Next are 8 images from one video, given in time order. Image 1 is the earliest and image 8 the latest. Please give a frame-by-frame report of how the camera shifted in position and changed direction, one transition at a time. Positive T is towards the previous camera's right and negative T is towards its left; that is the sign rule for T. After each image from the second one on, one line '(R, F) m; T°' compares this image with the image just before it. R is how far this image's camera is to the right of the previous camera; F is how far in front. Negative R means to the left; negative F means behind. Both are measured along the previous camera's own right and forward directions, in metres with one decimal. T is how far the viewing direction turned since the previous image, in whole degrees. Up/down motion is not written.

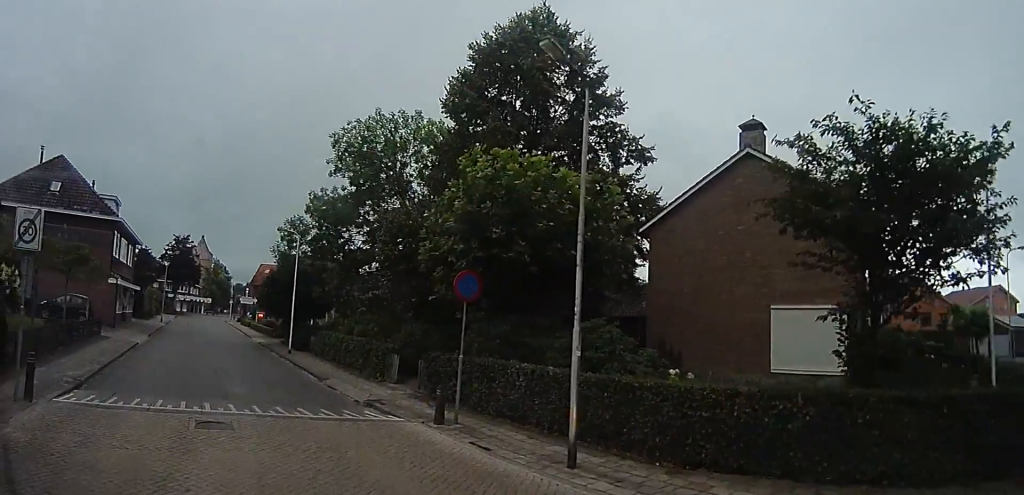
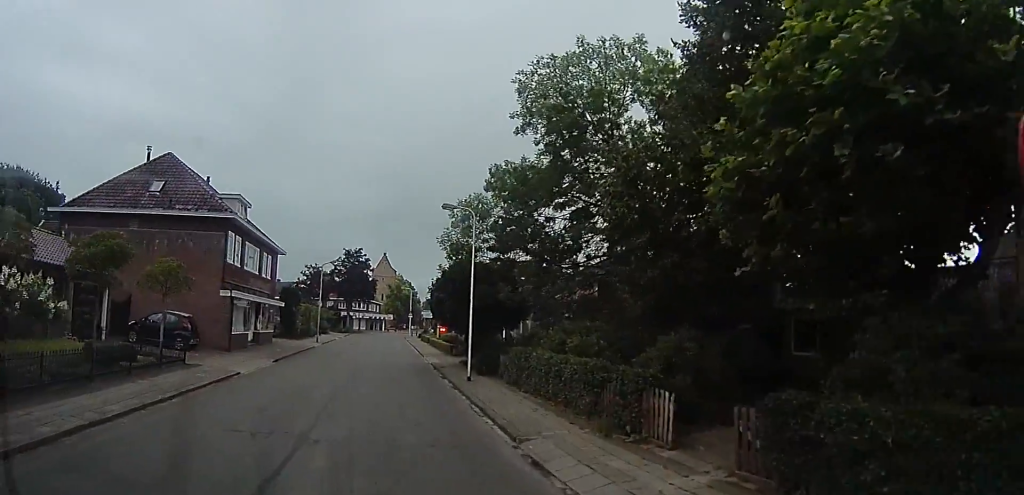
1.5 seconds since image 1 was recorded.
(-1.0, +7.6) m; -19°
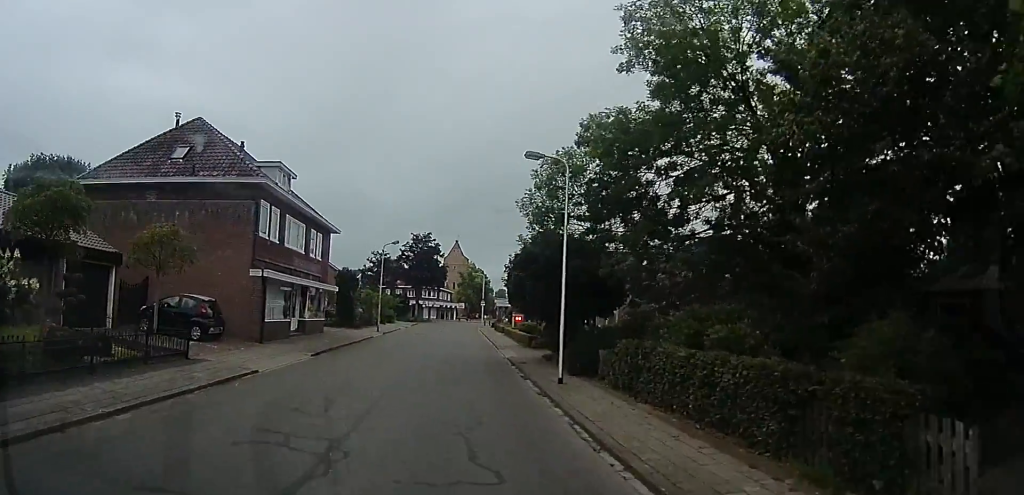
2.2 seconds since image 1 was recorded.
(-0.6, +4.0) m; -9°
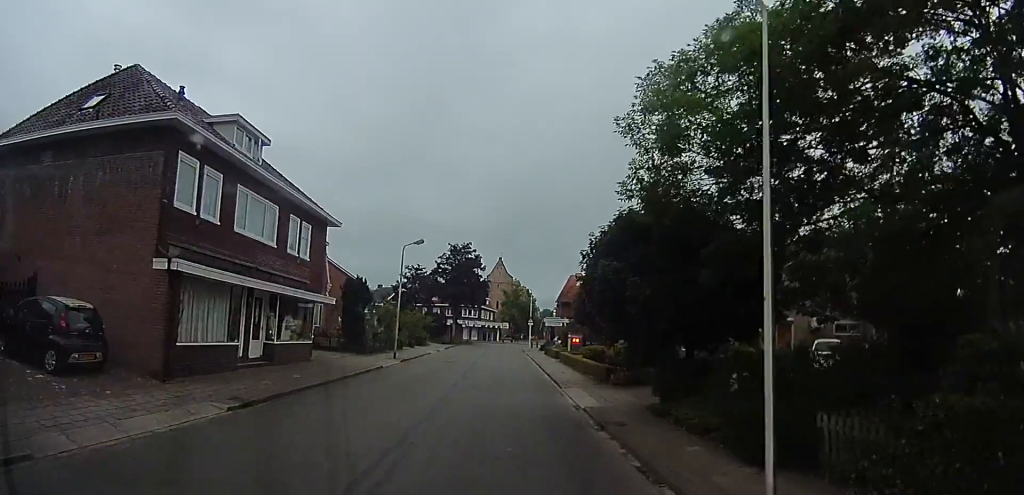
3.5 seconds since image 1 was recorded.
(-0.1, +8.2) m; -1°
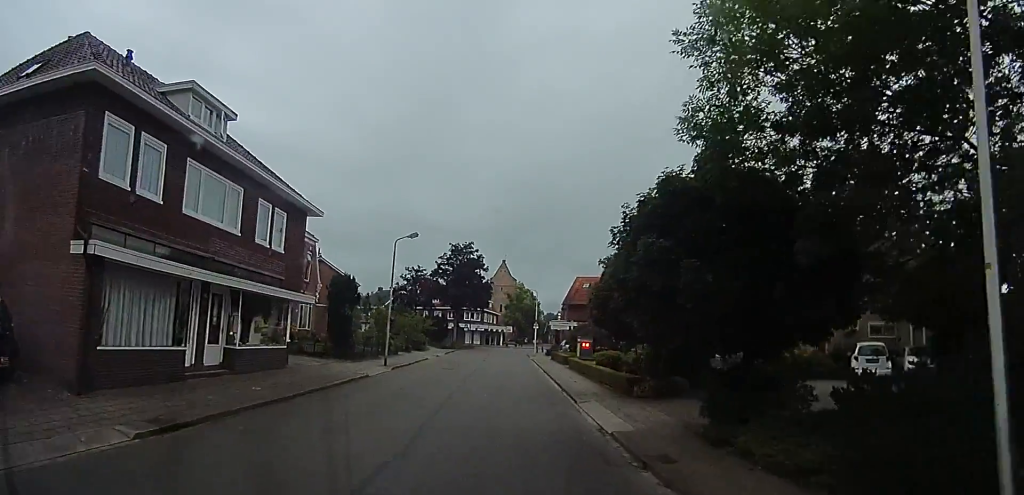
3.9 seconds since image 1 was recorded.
(0.0, +2.7) m; 0°
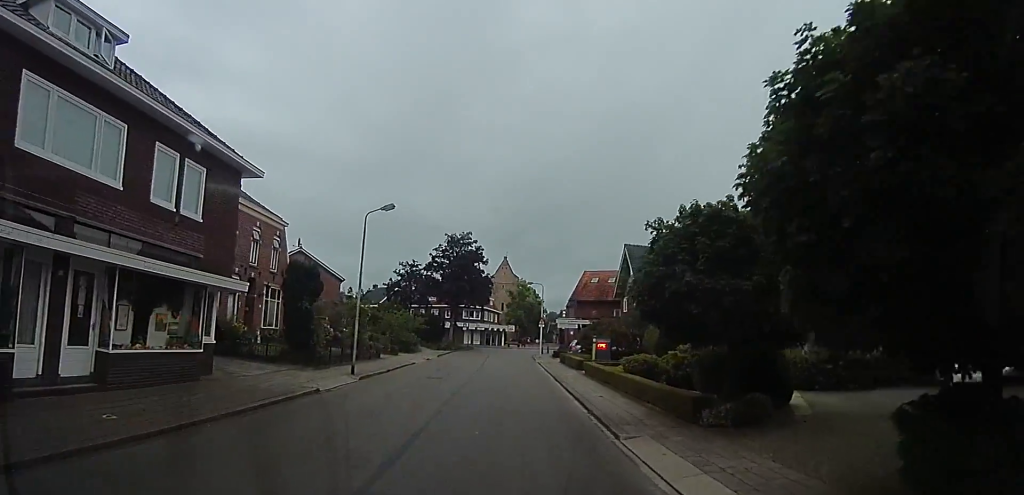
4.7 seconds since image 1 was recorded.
(0.0, +5.1) m; -4°
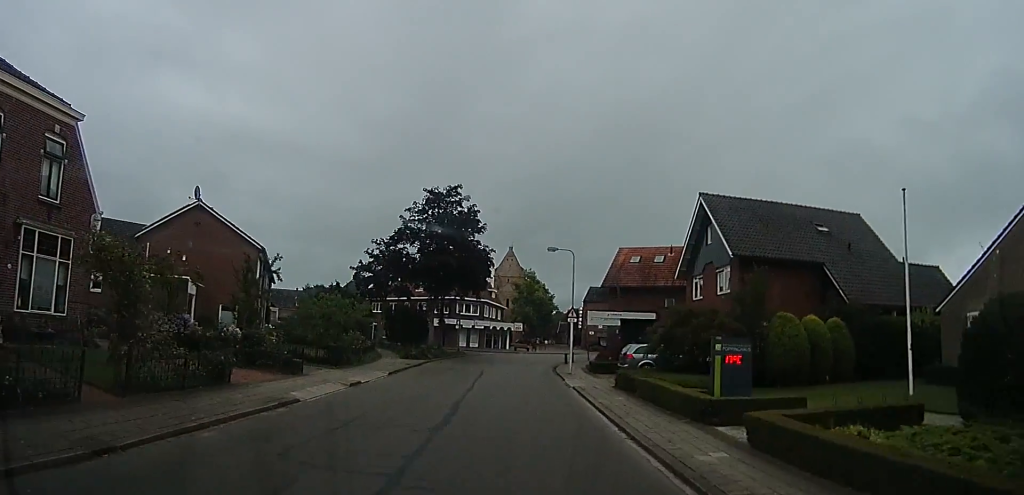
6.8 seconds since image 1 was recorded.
(-0.3, +15.9) m; +2°
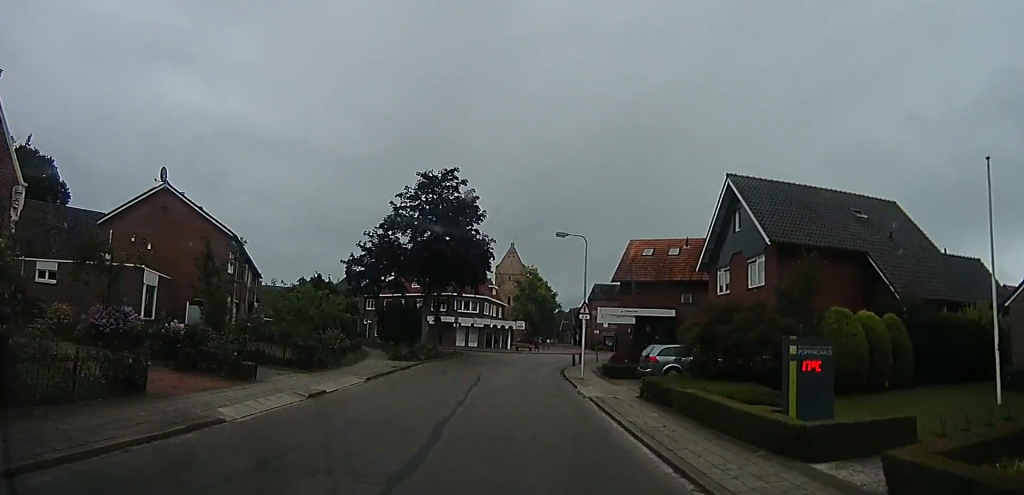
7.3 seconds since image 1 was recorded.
(+0.3, +3.3) m; 0°
